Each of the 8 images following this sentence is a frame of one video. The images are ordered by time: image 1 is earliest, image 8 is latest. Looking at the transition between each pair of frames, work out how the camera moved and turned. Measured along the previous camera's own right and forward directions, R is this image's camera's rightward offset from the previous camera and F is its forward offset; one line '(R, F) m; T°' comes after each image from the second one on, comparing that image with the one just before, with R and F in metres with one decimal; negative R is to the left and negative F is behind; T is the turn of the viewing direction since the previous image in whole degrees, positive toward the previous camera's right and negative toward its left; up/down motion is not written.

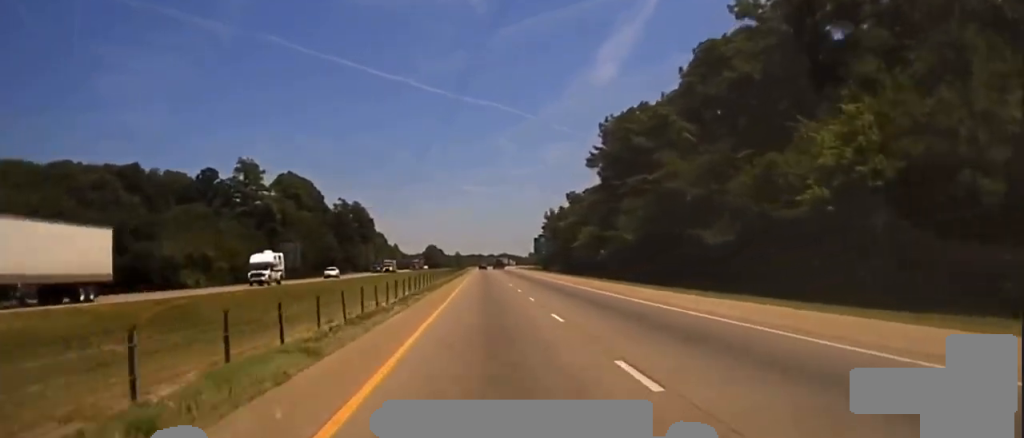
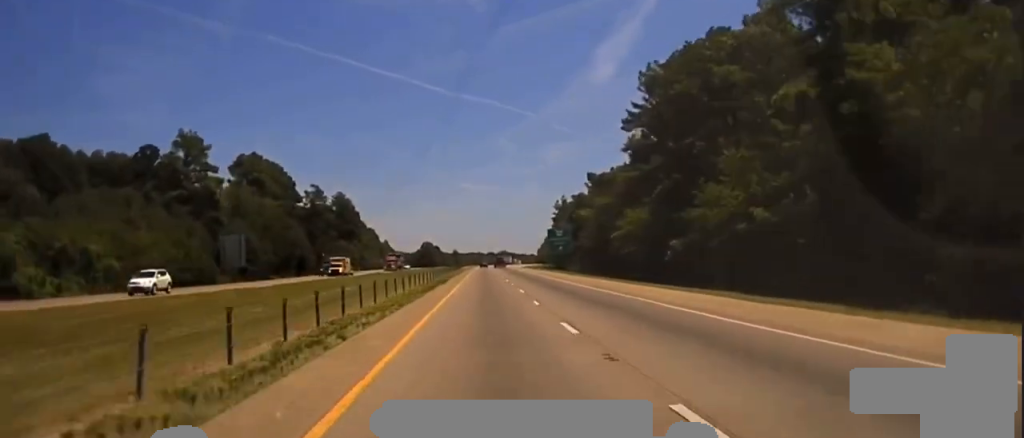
(-0.2, +36.1) m; 0°
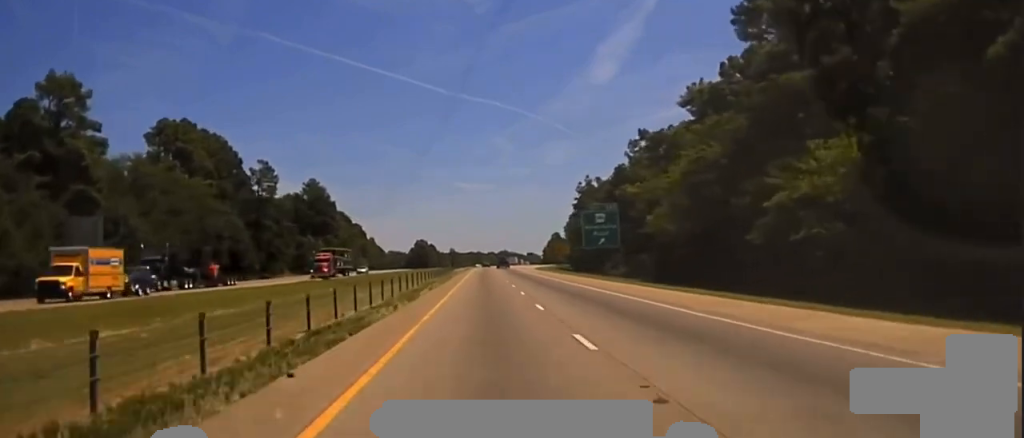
(+0.1, +48.7) m; +1°
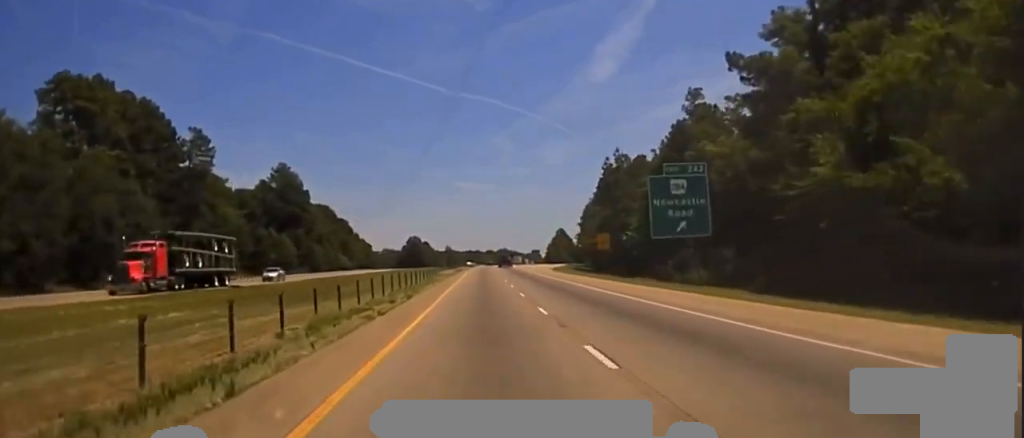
(+0.3, +39.3) m; 0°
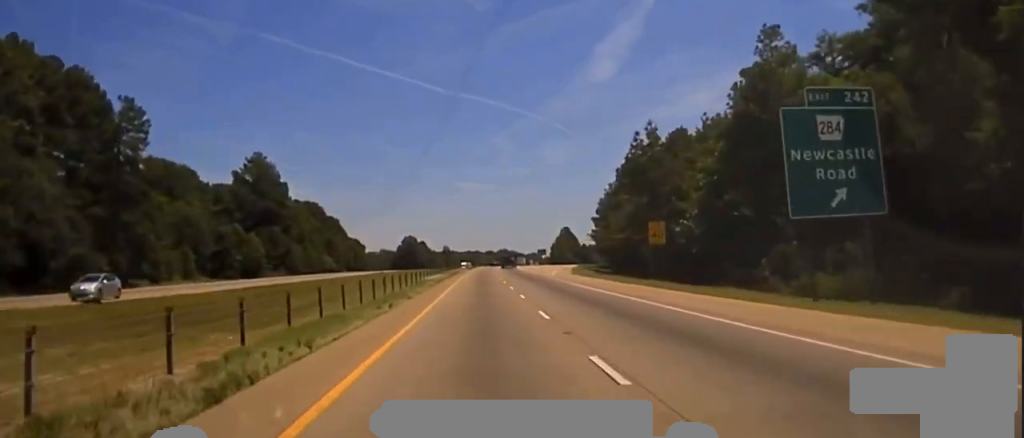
(0.0, +26.9) m; 0°
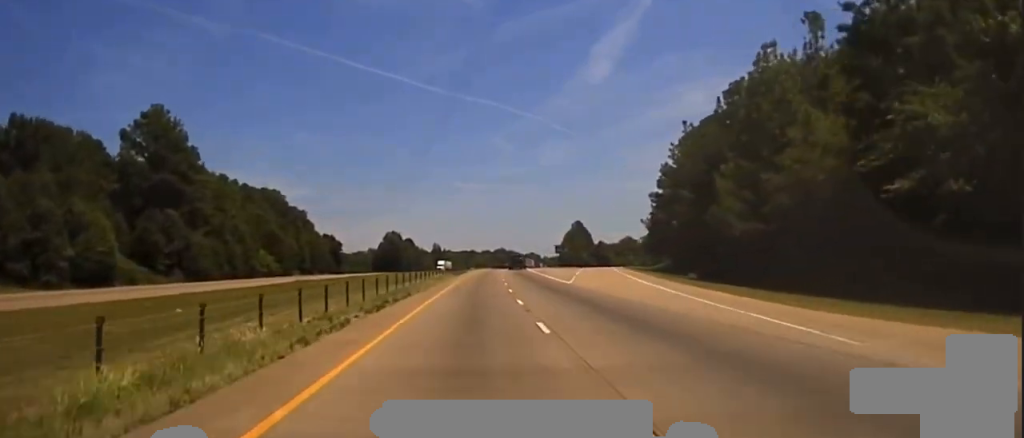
(+0.2, +70.6) m; 0°
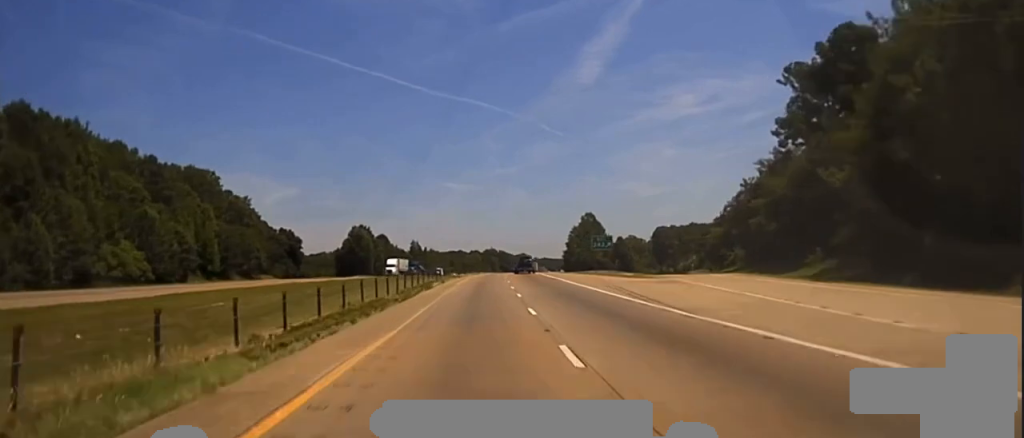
(0.0, +77.4) m; +1°
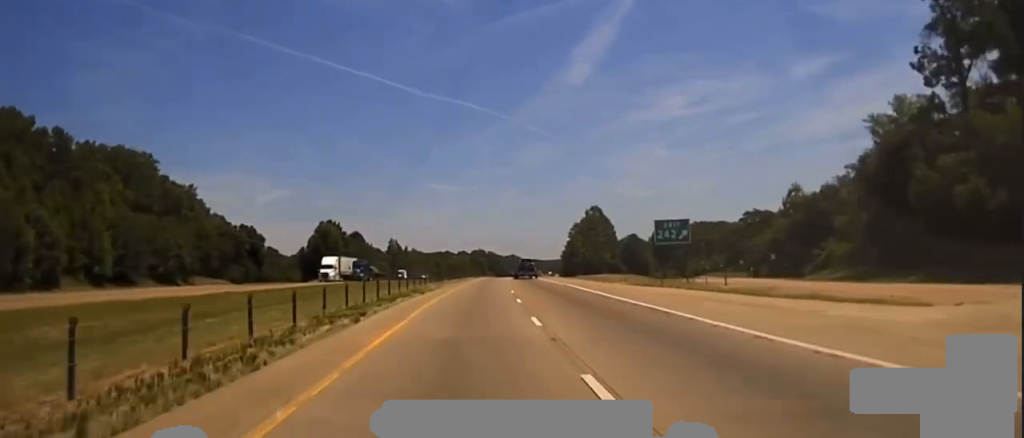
(+0.3, +43.4) m; +1°
